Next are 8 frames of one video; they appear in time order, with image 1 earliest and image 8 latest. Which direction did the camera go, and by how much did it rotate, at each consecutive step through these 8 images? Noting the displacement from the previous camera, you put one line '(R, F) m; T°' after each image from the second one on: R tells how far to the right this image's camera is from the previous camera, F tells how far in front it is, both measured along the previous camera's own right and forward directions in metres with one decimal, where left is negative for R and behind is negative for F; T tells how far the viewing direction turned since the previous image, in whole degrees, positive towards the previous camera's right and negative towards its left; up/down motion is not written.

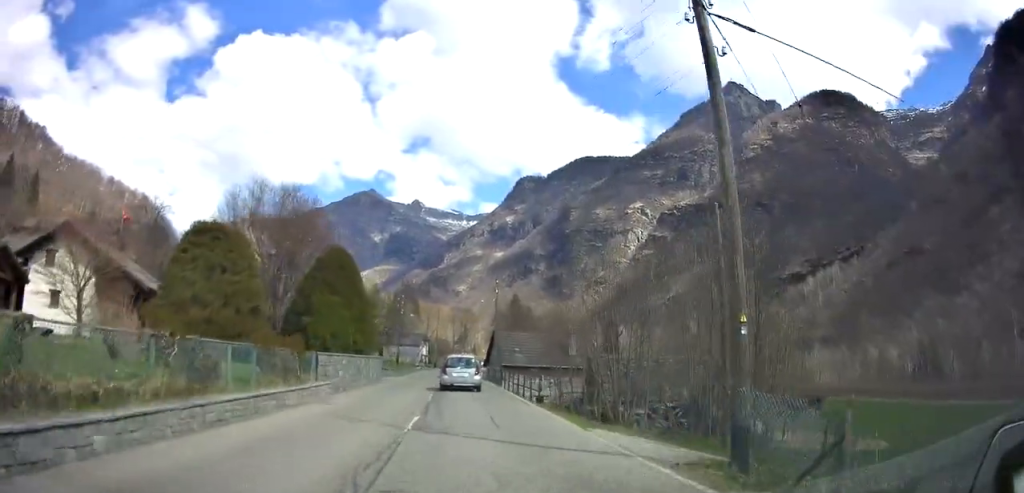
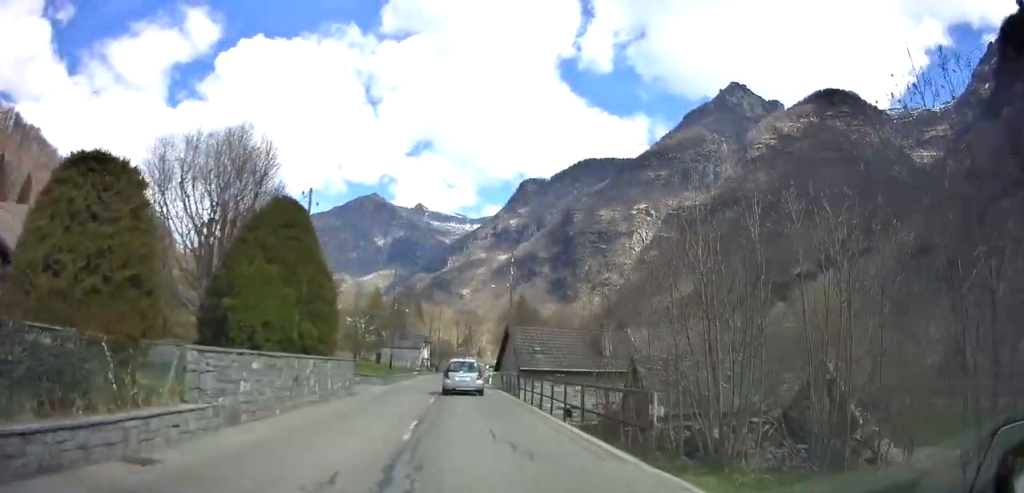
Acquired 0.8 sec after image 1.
(-0.1, +9.4) m; -1°
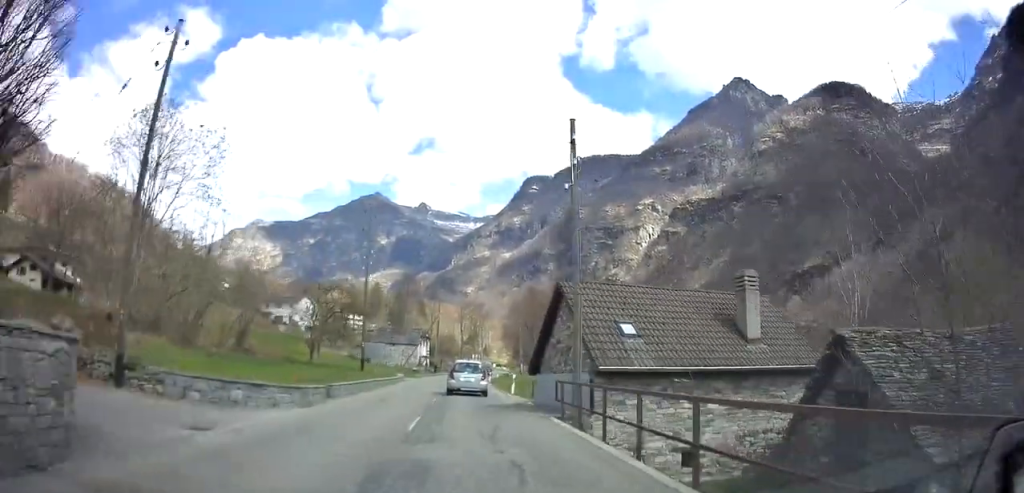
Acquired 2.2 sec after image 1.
(-0.2, +18.2) m; 0°
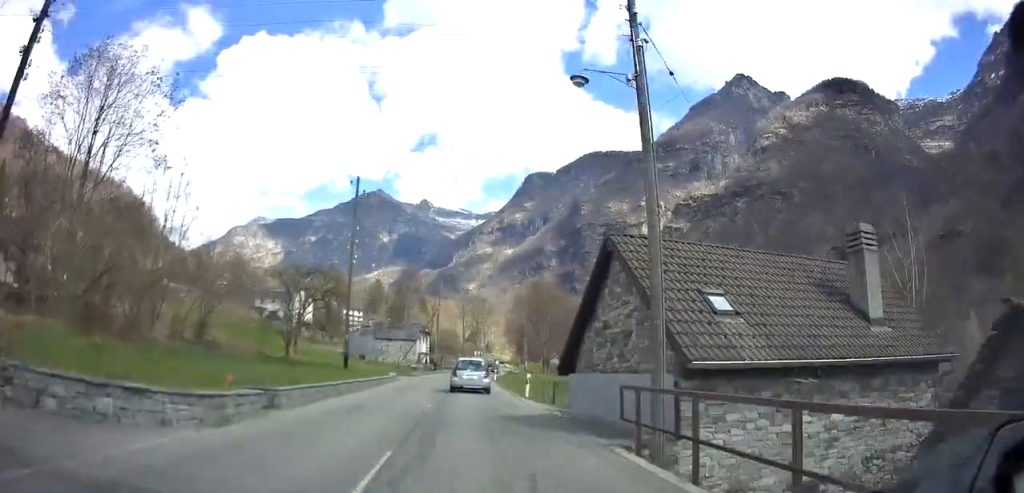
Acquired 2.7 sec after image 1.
(+0.1, +5.7) m; 0°
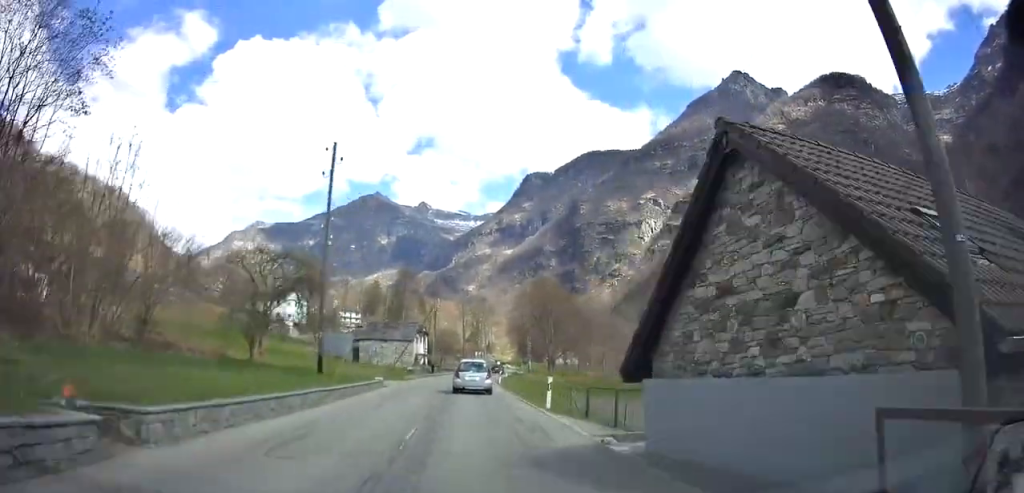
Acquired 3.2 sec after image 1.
(0.0, +5.7) m; 0°
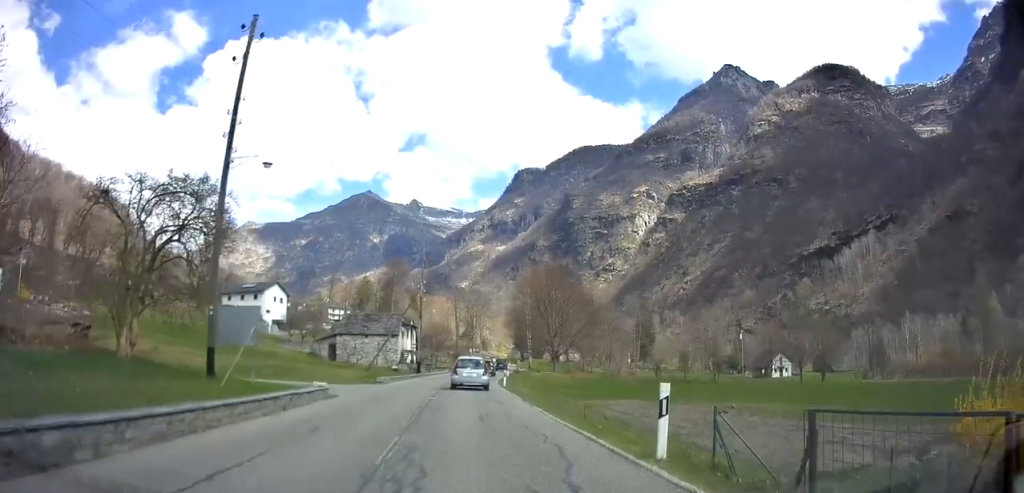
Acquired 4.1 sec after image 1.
(-0.1, +11.4) m; 0°
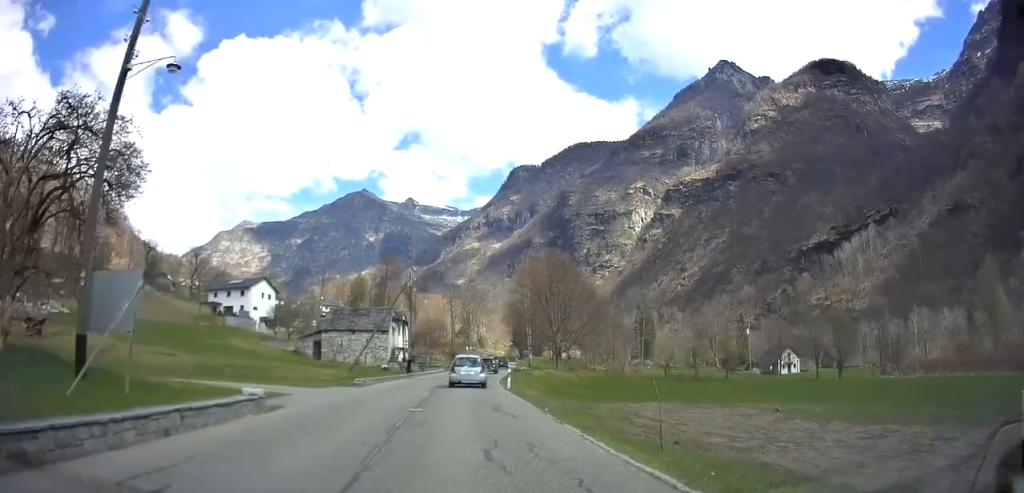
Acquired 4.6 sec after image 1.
(0.0, +6.0) m; 0°
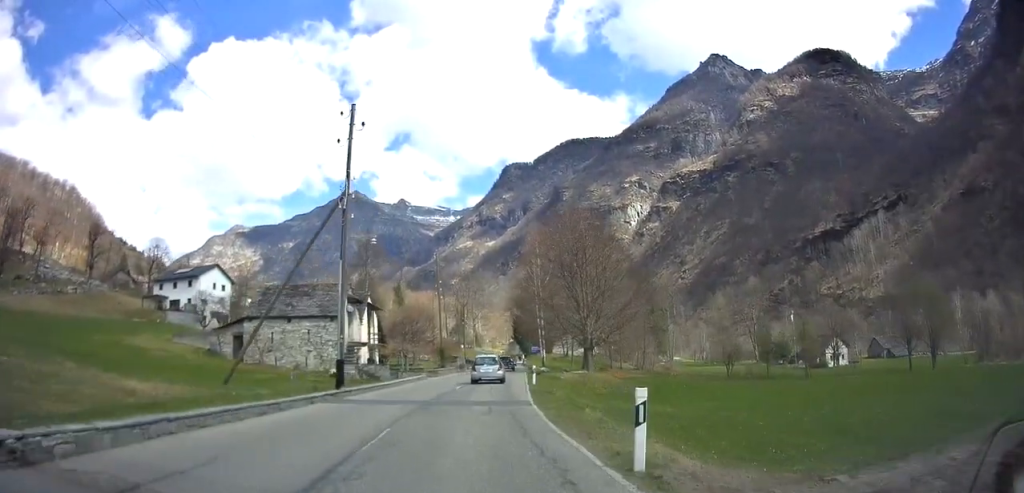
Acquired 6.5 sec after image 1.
(+0.1, +22.7) m; +1°
